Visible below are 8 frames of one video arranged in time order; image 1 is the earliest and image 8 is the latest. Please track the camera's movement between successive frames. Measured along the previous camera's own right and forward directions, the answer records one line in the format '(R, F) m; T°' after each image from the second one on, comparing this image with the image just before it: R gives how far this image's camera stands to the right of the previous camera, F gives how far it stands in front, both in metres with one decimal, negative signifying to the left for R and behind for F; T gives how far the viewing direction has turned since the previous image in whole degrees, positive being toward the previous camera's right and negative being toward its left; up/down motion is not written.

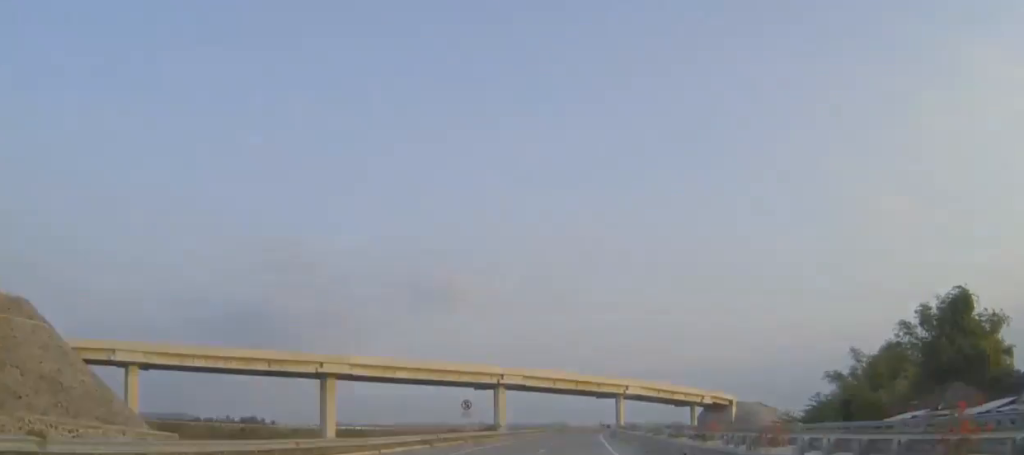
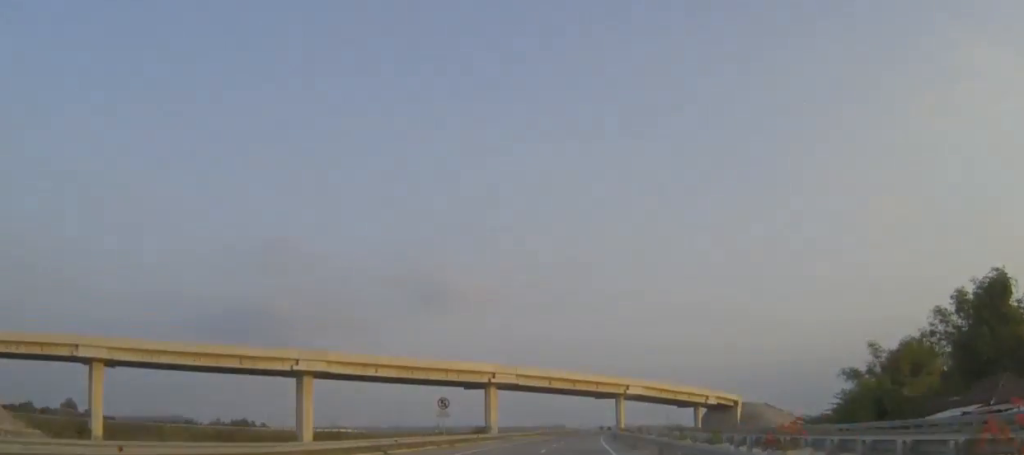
(0.0, +10.3) m; 0°
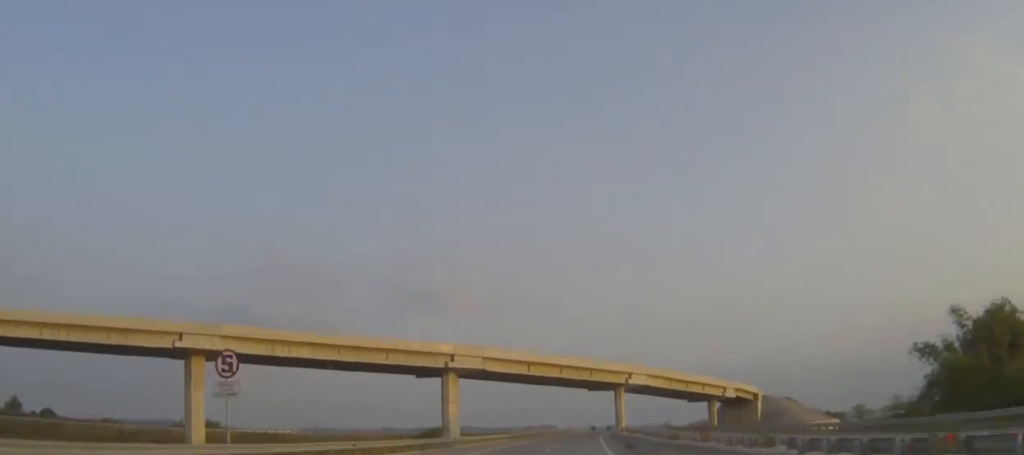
(+0.2, +34.5) m; +1°
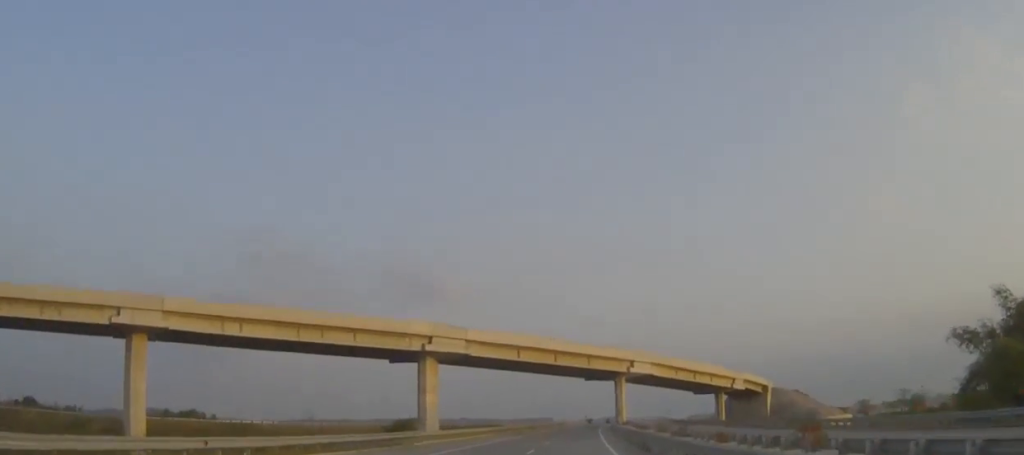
(+0.1, +12.9) m; 0°
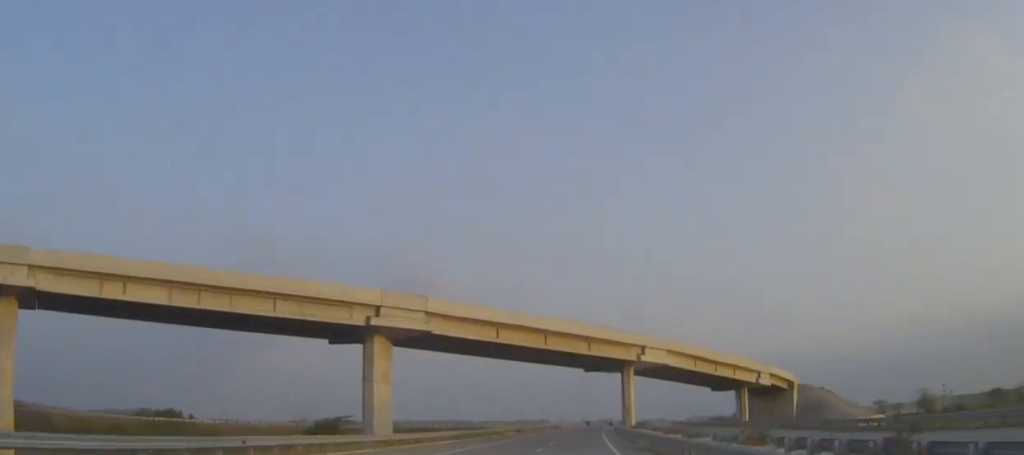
(+0.1, +22.3) m; 0°
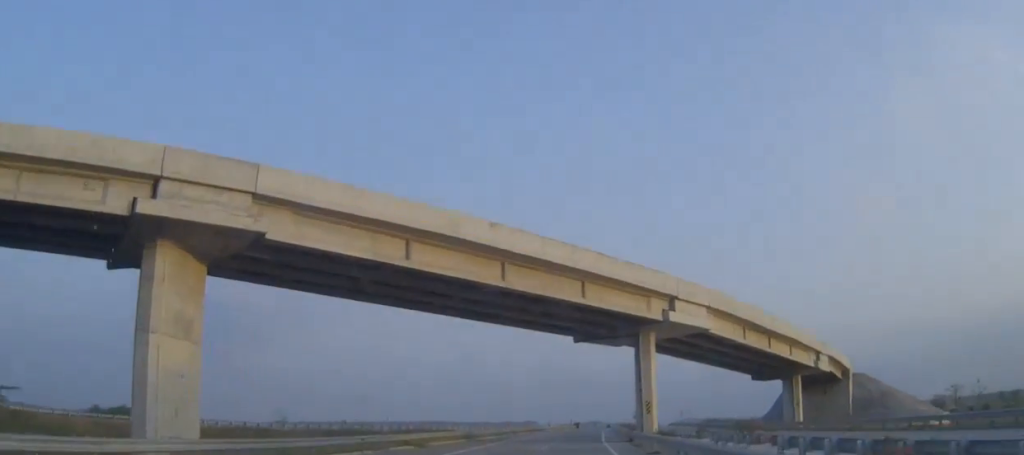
(0.0, +35.5) m; +1°
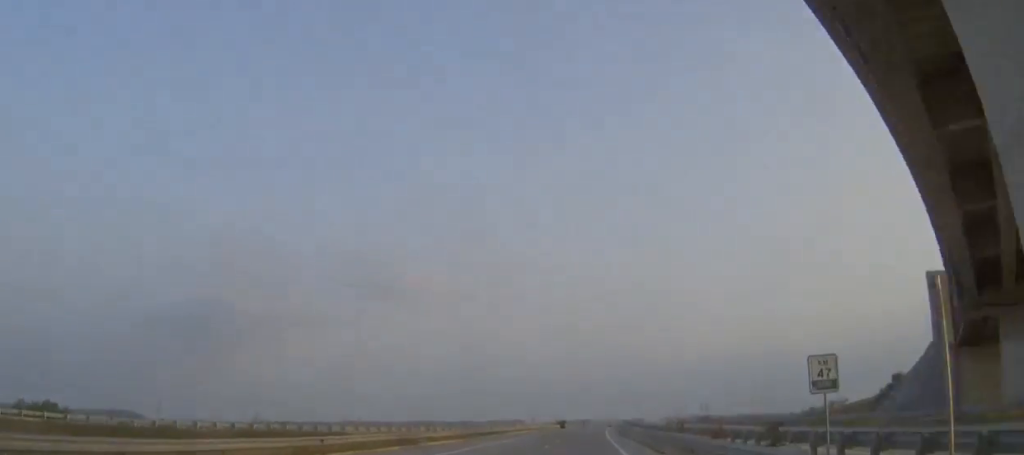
(+0.7, +53.7) m; +1°
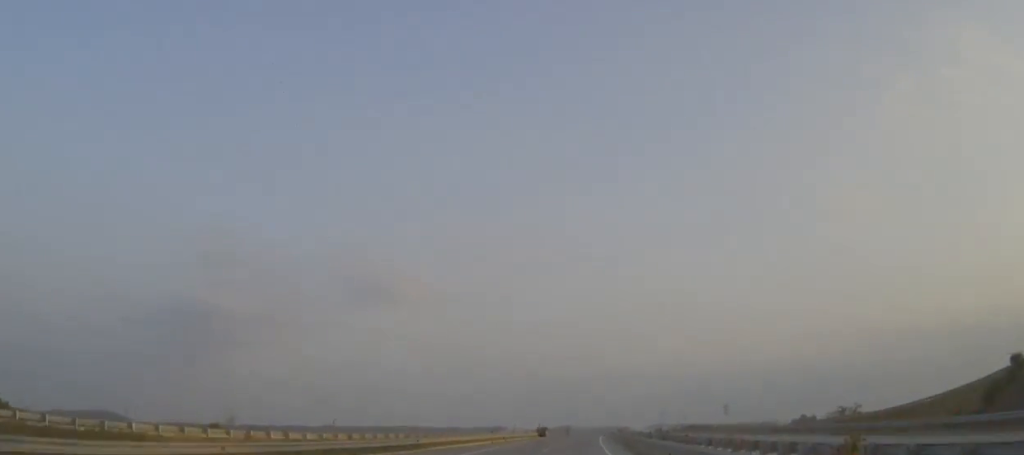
(+0.1, +32.2) m; +1°
